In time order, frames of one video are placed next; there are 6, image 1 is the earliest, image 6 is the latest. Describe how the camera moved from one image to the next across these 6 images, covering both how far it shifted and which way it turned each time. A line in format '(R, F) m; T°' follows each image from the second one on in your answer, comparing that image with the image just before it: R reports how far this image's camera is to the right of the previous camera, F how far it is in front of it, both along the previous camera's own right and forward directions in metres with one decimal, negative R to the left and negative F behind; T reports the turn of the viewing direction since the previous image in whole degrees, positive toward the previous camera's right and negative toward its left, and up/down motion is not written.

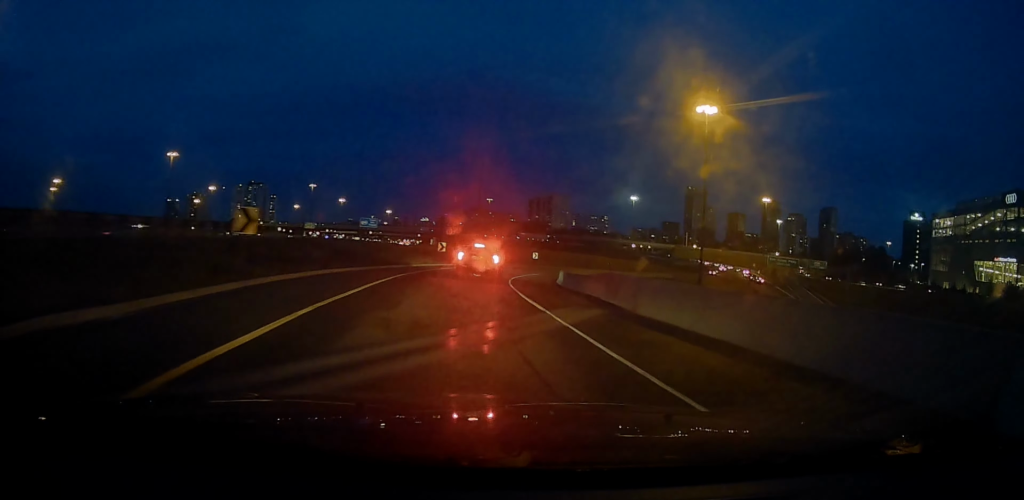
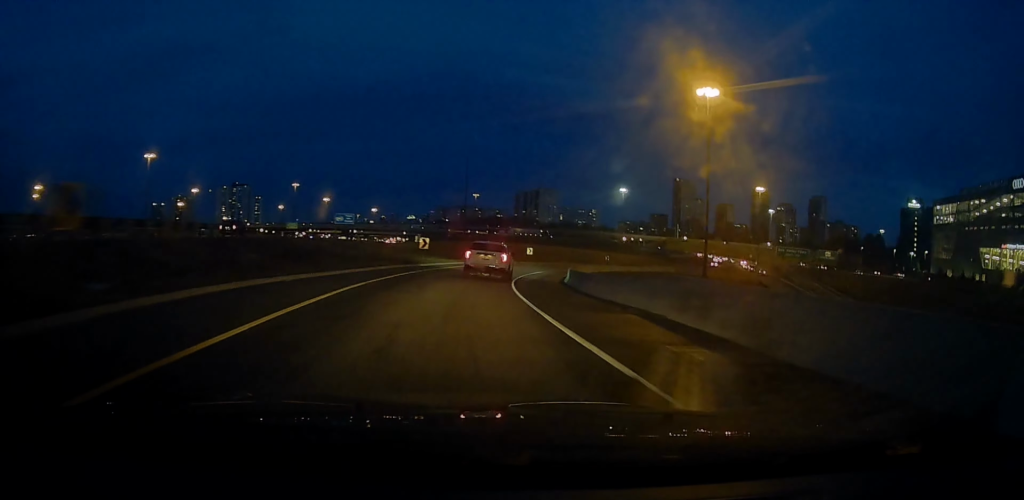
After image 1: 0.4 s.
(-0.1, +7.9) m; +1°
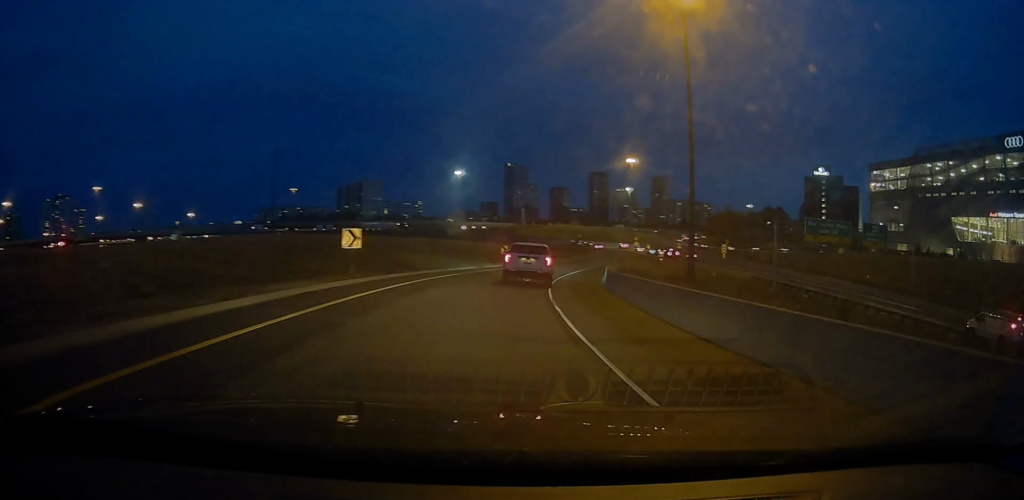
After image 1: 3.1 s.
(+6.7, +51.2) m; +19°
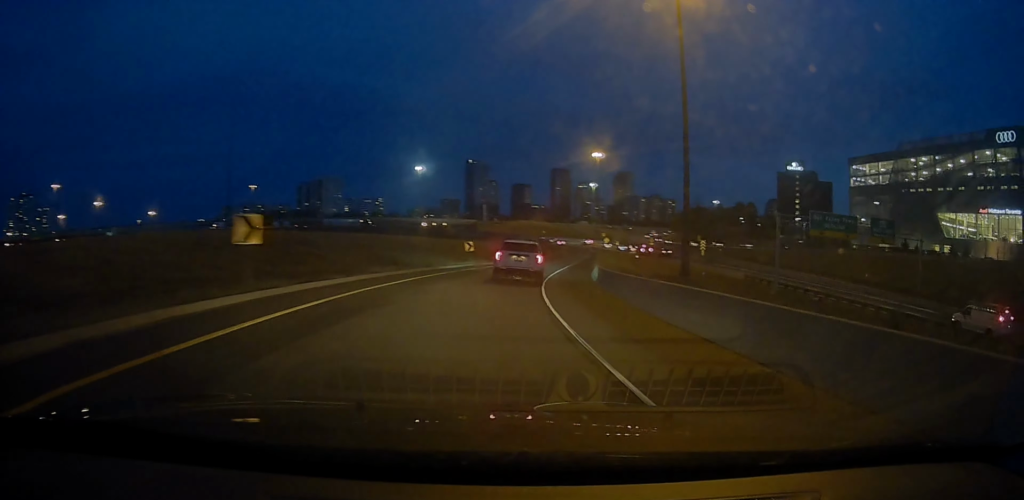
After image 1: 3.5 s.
(+0.1, +7.8) m; +4°
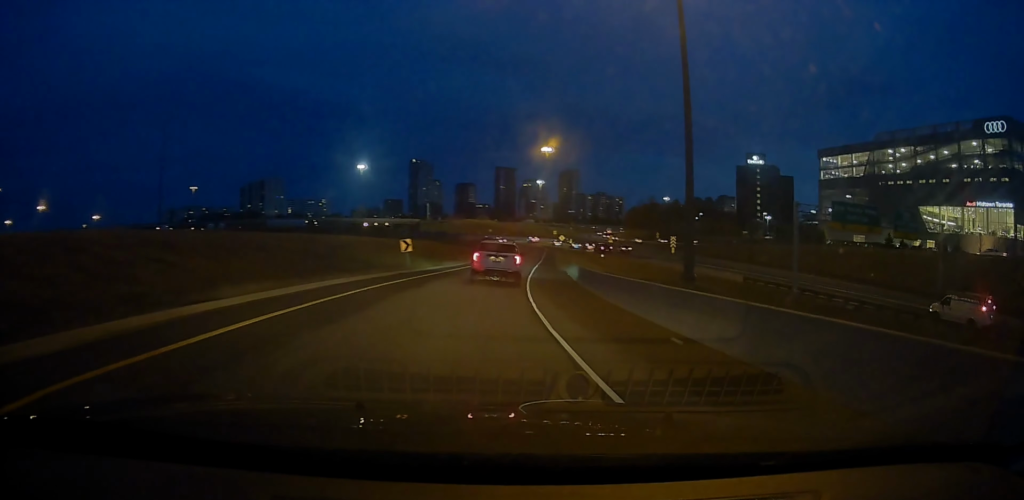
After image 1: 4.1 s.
(+1.0, +11.9) m; +5°
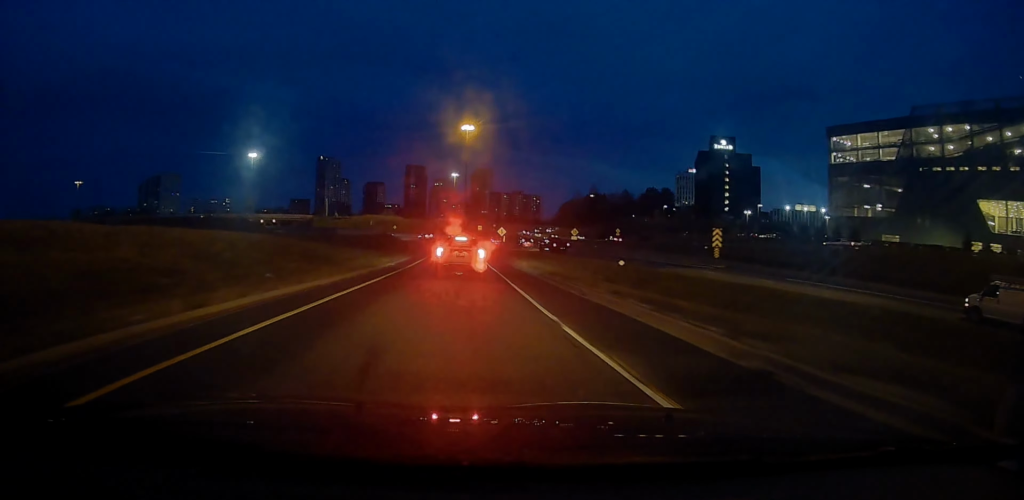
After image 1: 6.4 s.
(+4.8, +45.8) m; +10°
